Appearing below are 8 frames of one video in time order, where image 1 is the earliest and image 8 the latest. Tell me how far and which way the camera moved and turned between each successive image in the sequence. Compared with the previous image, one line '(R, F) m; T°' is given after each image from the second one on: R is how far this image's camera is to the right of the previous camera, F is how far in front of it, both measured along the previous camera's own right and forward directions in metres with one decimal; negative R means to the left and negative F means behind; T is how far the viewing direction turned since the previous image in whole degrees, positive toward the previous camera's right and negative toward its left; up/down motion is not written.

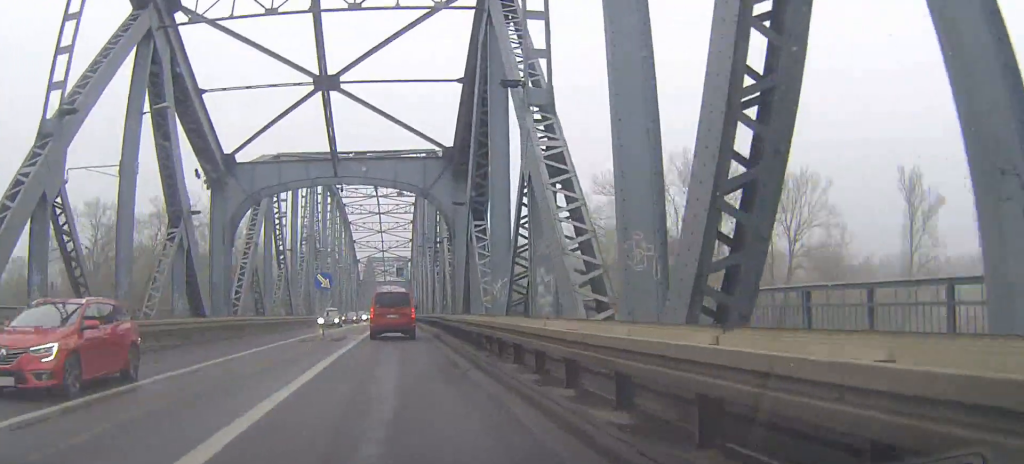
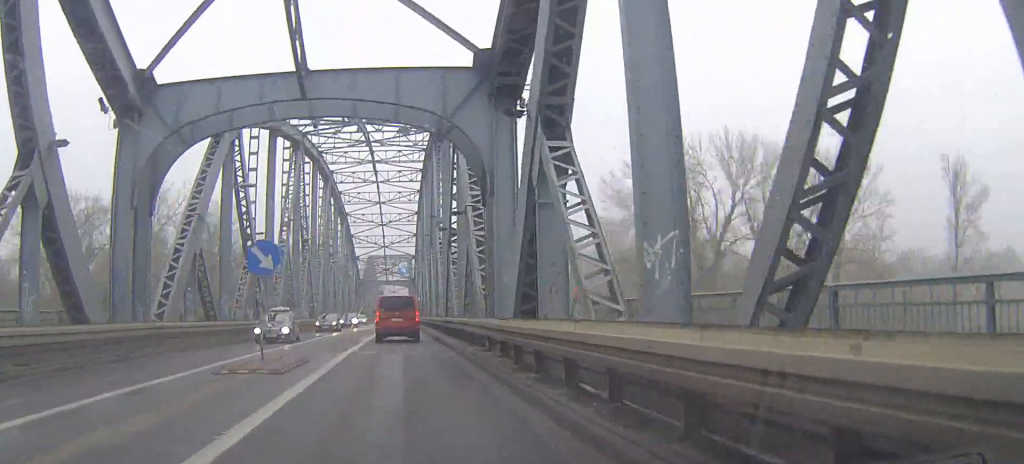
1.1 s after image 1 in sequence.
(+0.1, +13.6) m; 0°
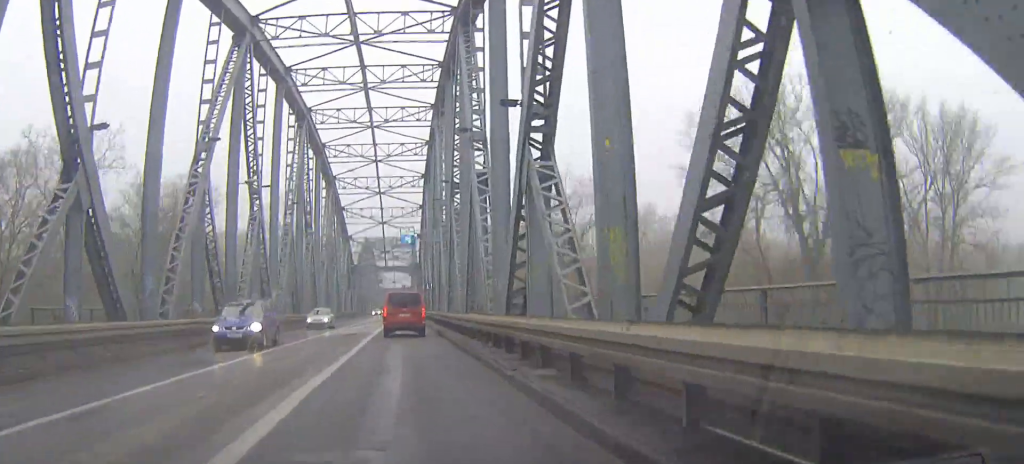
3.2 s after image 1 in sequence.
(-0.2, +25.5) m; -1°
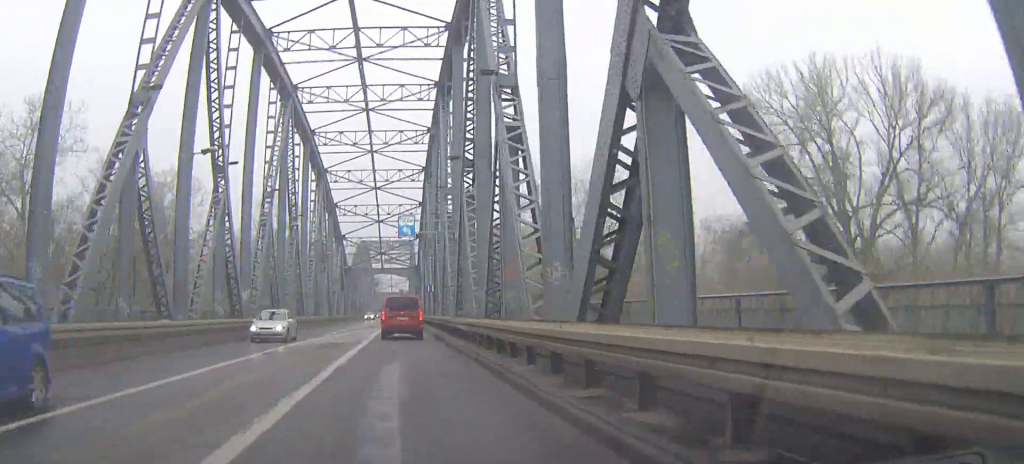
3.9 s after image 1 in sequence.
(-0.1, +8.2) m; 0°
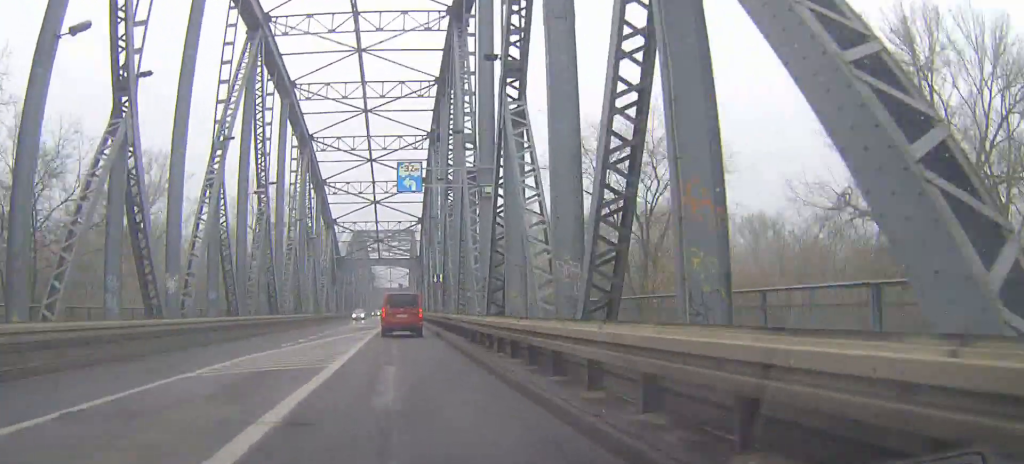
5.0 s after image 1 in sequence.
(+0.1, +13.8) m; +1°
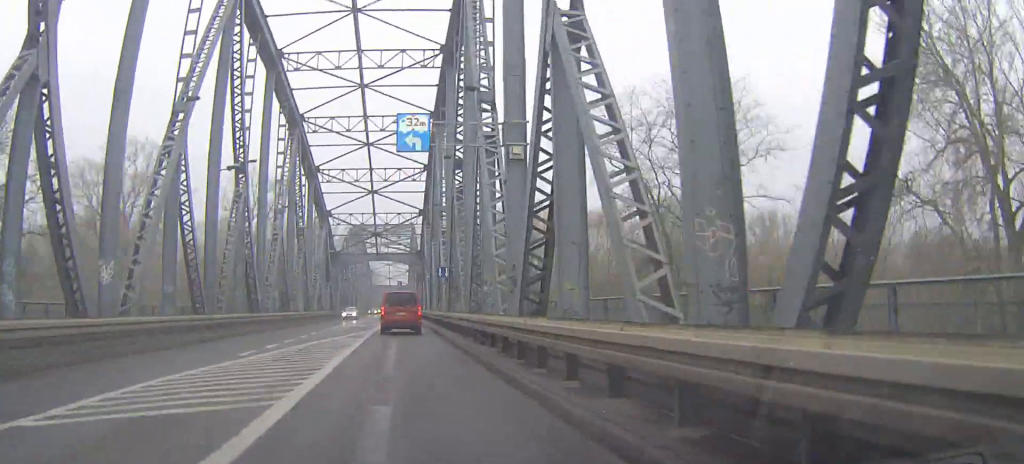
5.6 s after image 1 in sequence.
(+0.1, +6.7) m; 0°
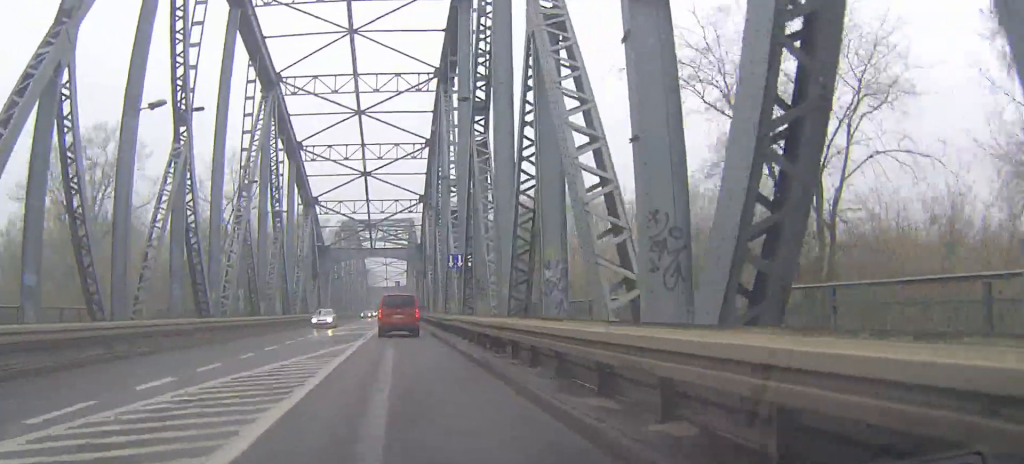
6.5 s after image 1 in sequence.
(0.0, +11.9) m; 0°
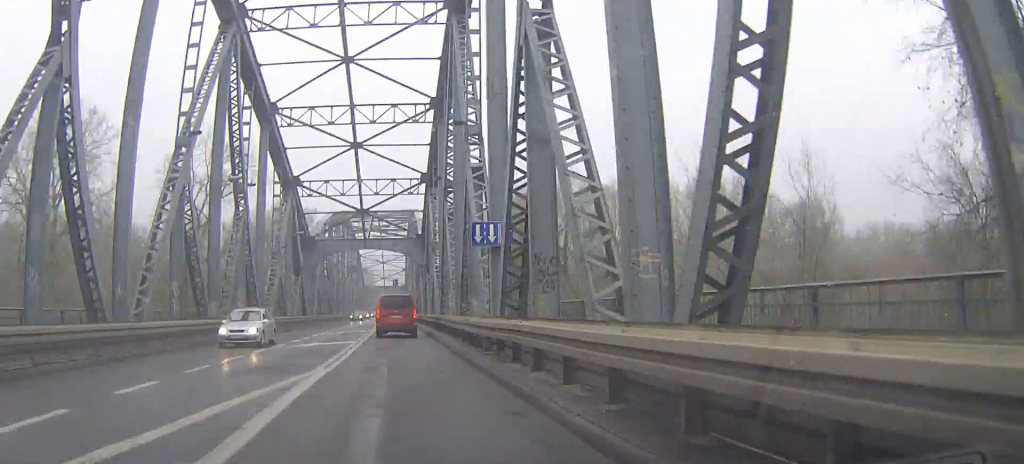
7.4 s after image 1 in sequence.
(-0.1, +12.4) m; 0°
